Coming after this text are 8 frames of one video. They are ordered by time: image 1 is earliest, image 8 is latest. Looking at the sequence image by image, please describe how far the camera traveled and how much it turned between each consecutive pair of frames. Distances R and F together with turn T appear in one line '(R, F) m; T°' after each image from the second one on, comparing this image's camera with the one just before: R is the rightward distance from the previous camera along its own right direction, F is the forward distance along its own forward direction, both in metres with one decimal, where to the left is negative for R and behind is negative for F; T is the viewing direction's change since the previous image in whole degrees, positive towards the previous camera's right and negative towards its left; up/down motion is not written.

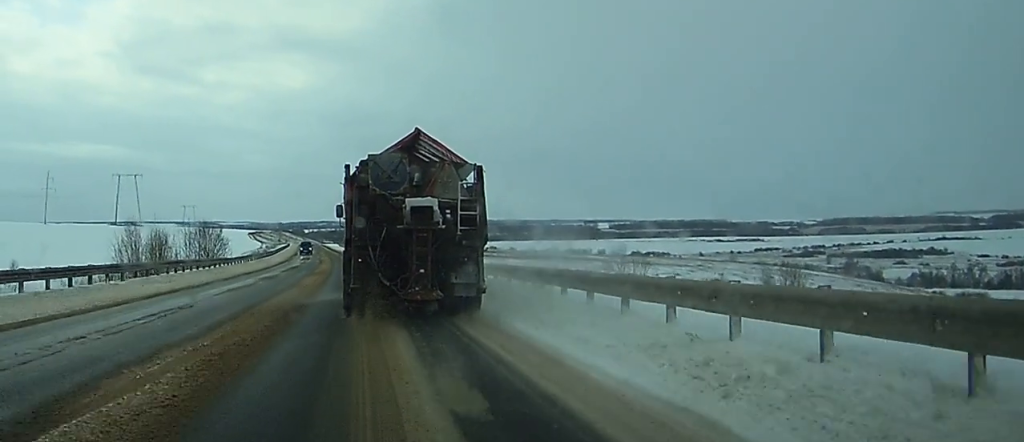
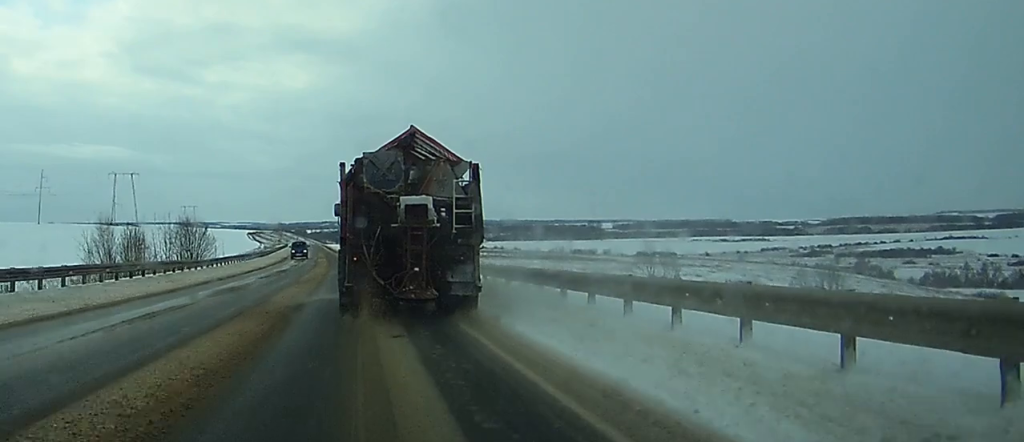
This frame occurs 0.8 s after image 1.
(-0.1, +12.4) m; -1°
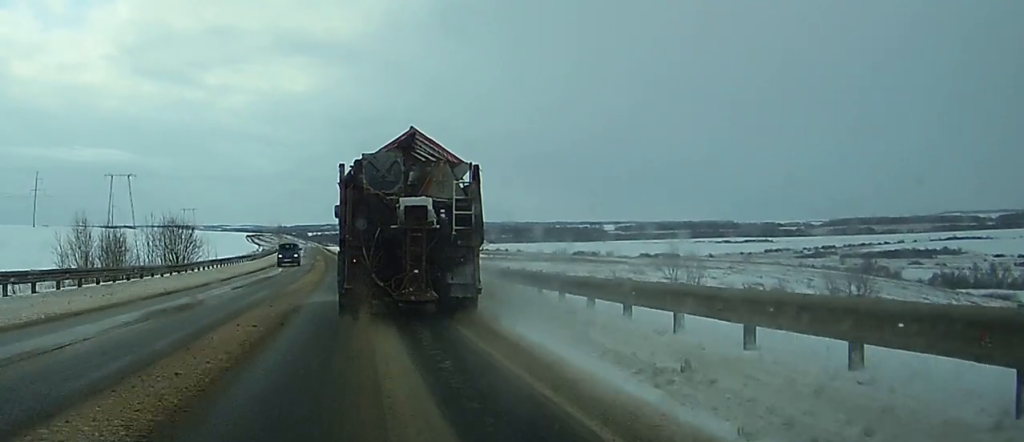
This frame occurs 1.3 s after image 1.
(0.0, +8.3) m; -1°
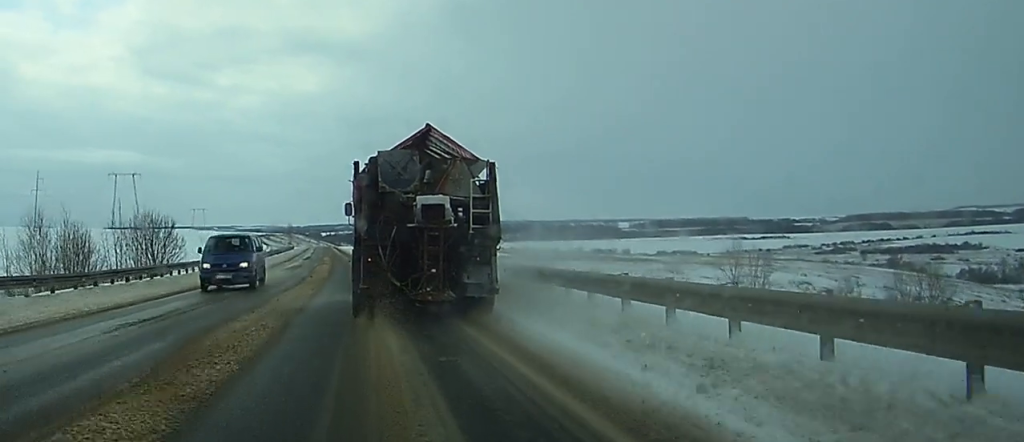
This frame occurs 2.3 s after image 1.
(-0.2, +15.3) m; -1°
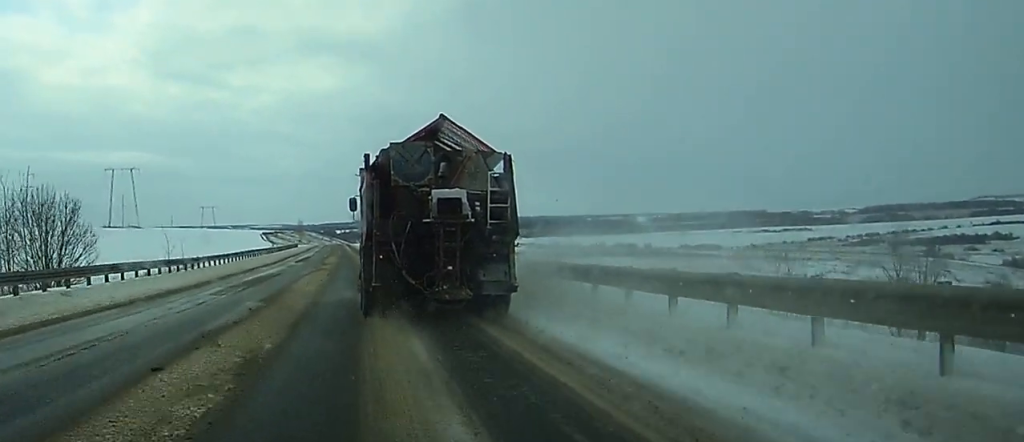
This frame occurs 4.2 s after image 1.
(-0.3, +28.4) m; -1°
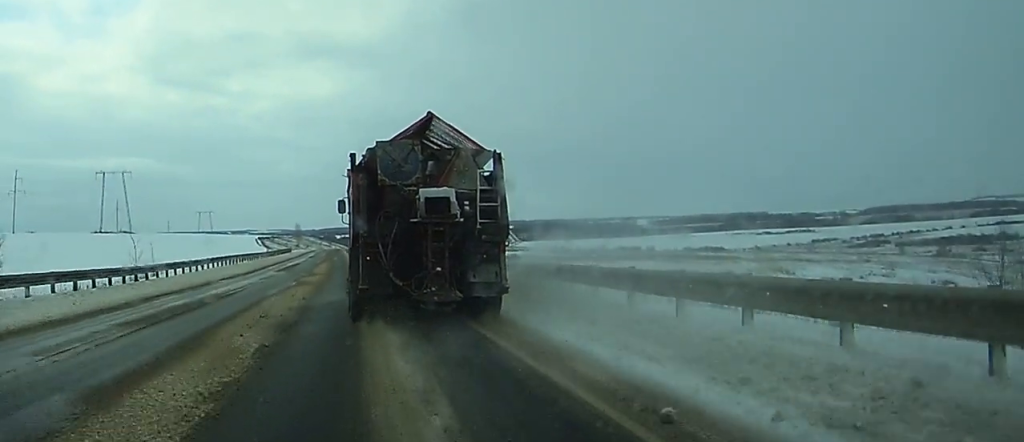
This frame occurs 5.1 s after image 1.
(0.0, +12.2) m; 0°
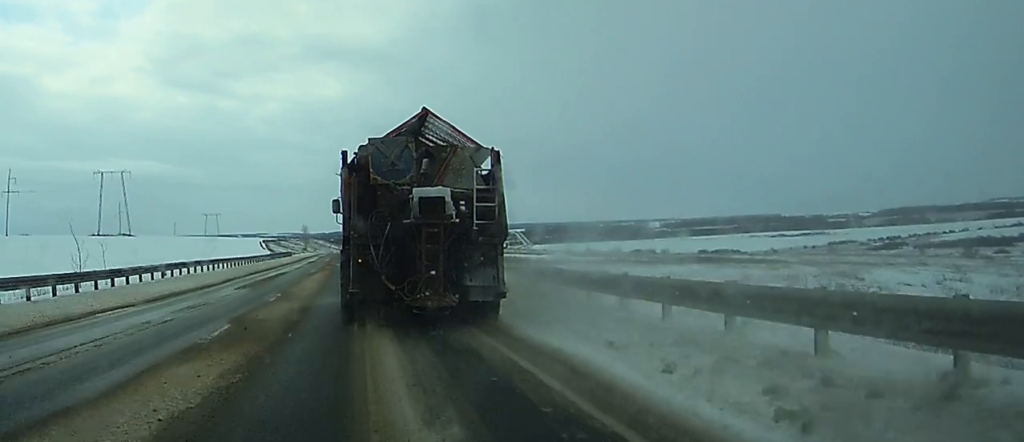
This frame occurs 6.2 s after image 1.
(0.0, +16.9) m; 0°
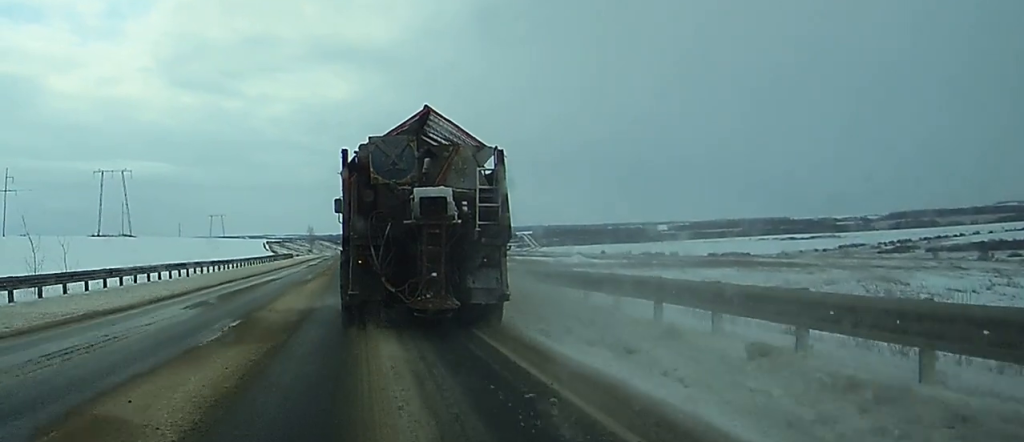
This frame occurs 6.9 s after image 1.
(0.0, +9.2) m; -1°
